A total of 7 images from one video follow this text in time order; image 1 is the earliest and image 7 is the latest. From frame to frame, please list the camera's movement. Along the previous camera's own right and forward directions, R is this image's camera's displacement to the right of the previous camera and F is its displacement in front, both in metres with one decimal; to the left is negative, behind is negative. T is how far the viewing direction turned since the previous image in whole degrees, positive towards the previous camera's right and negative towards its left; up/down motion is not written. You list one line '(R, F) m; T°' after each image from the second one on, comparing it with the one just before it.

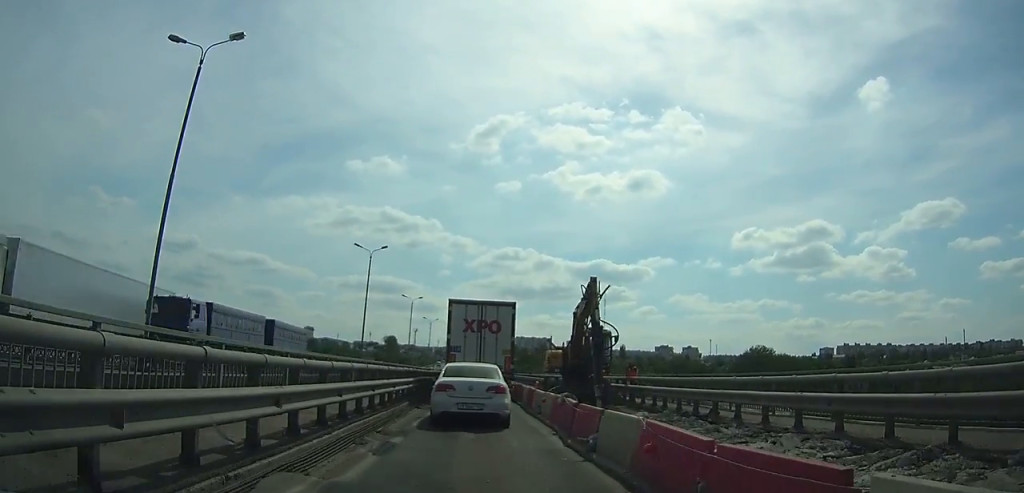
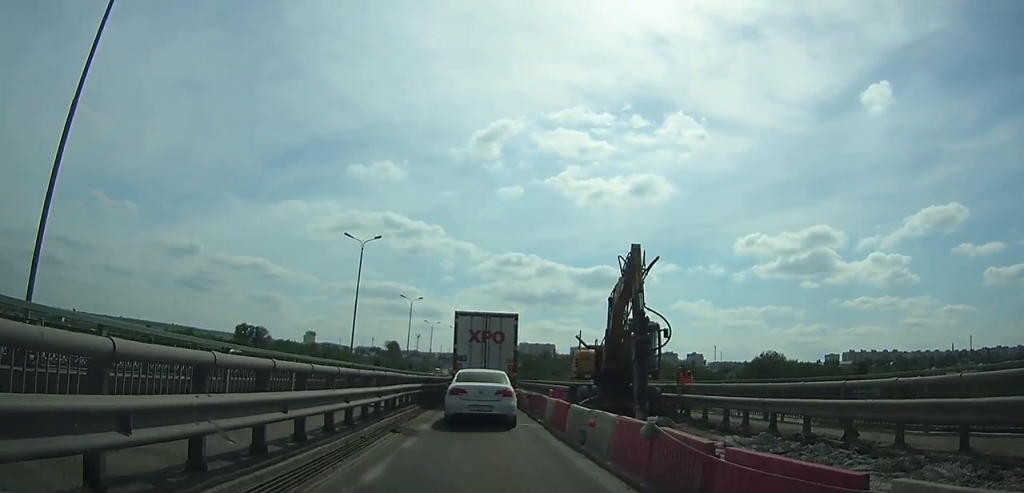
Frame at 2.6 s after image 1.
(0.0, +5.9) m; -1°
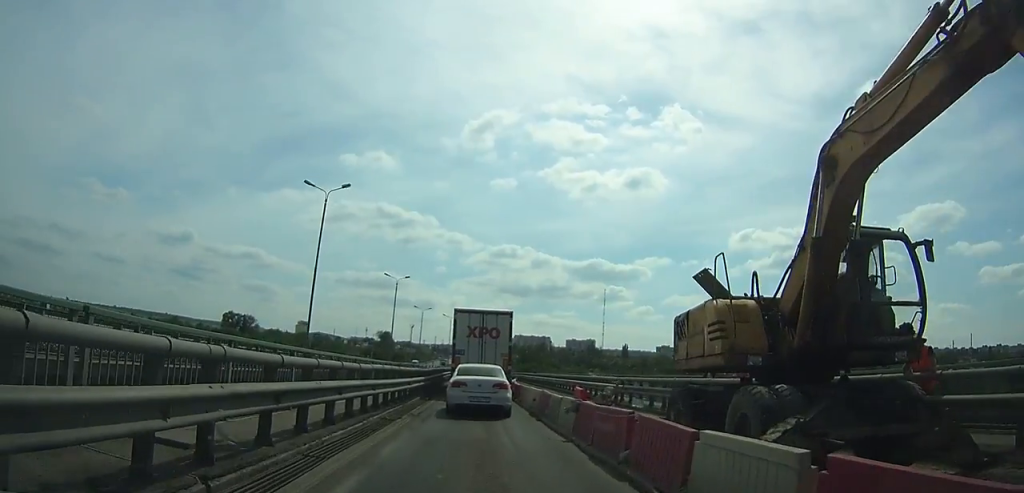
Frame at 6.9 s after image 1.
(-0.1, +10.9) m; +1°
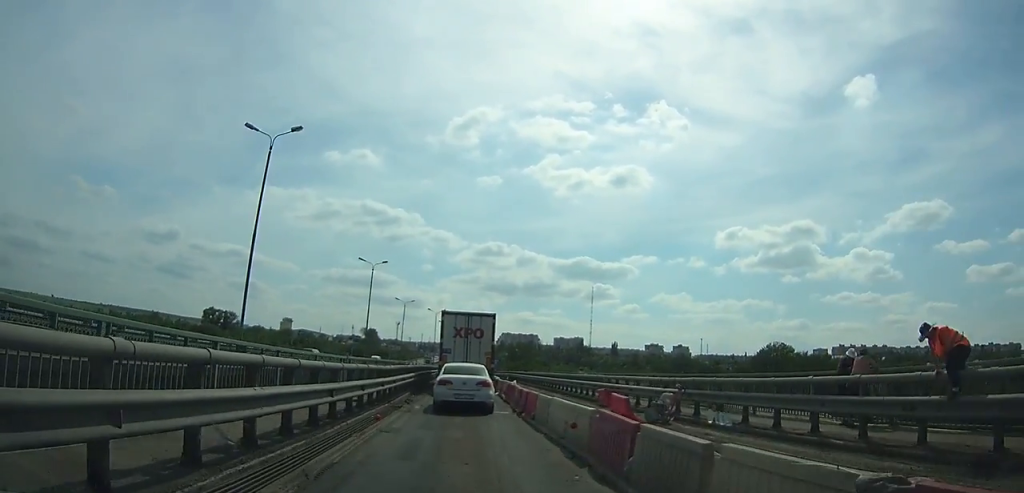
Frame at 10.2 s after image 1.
(+0.3, +9.6) m; 0°
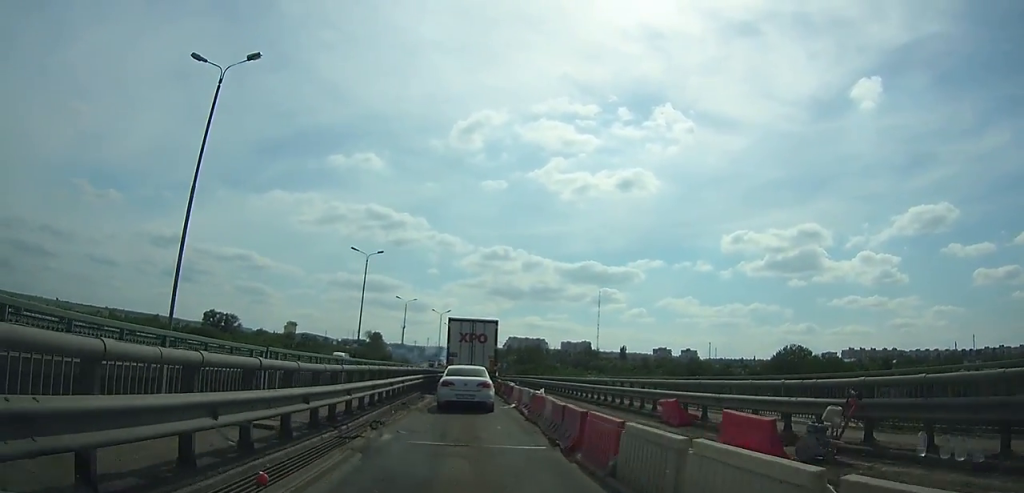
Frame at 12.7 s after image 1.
(-0.3, +7.9) m; +1°
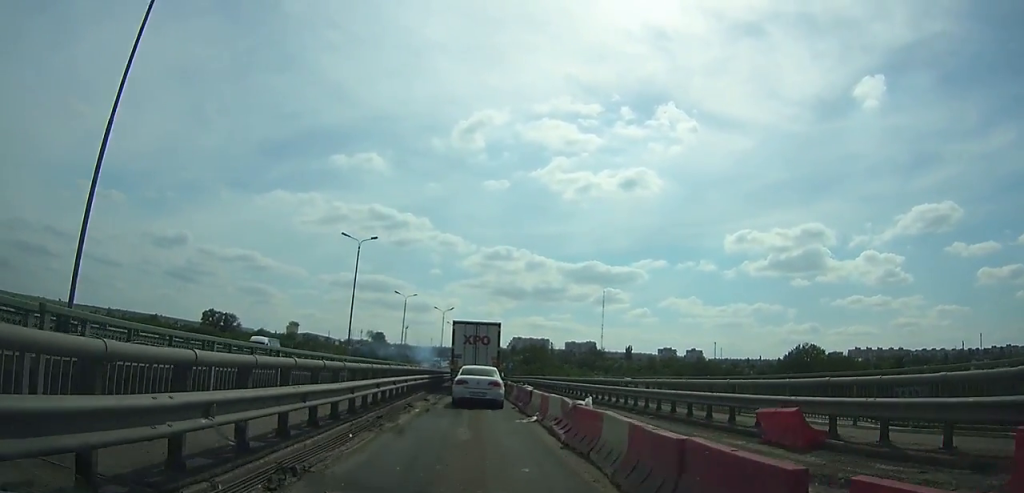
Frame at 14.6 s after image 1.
(+0.2, +6.4) m; +1°
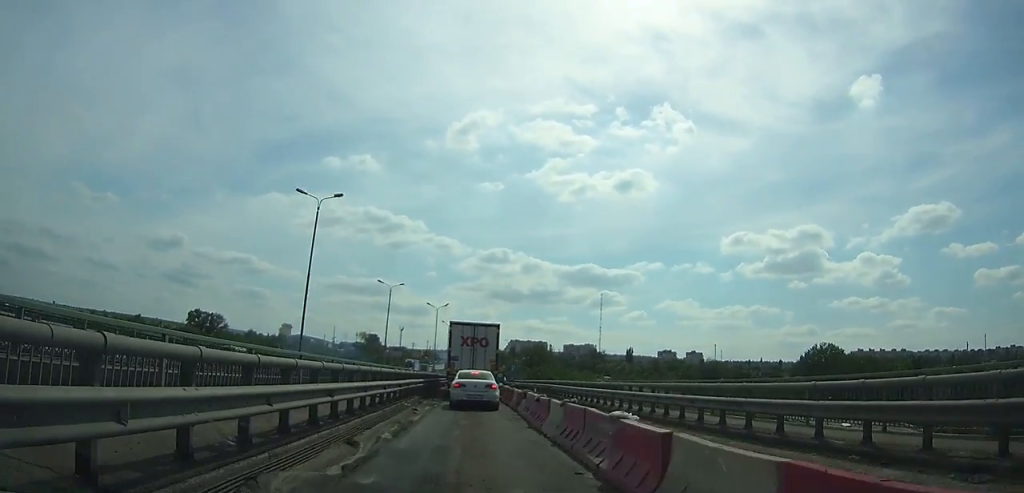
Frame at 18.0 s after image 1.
(+0.1, +11.8) m; 0°
